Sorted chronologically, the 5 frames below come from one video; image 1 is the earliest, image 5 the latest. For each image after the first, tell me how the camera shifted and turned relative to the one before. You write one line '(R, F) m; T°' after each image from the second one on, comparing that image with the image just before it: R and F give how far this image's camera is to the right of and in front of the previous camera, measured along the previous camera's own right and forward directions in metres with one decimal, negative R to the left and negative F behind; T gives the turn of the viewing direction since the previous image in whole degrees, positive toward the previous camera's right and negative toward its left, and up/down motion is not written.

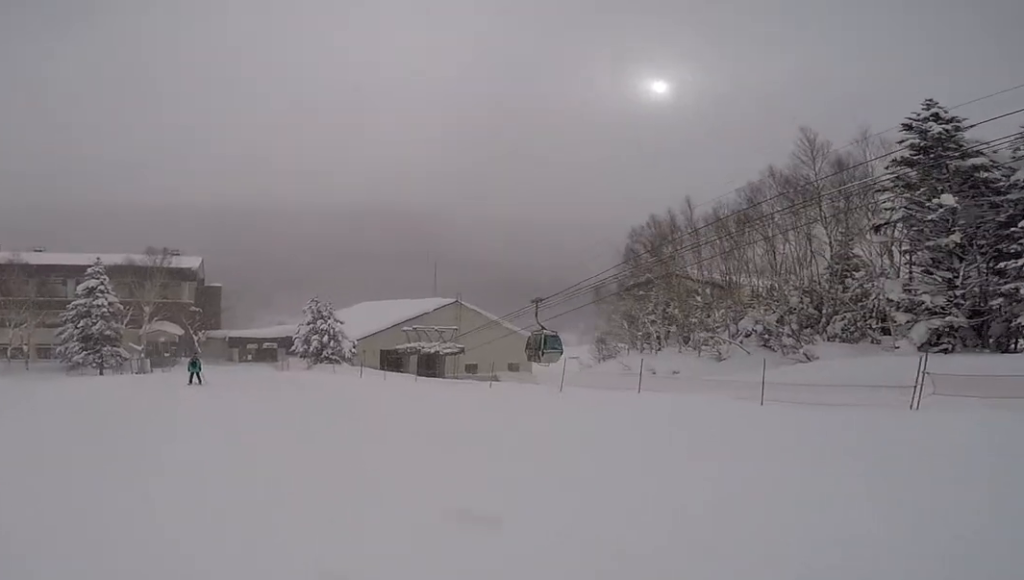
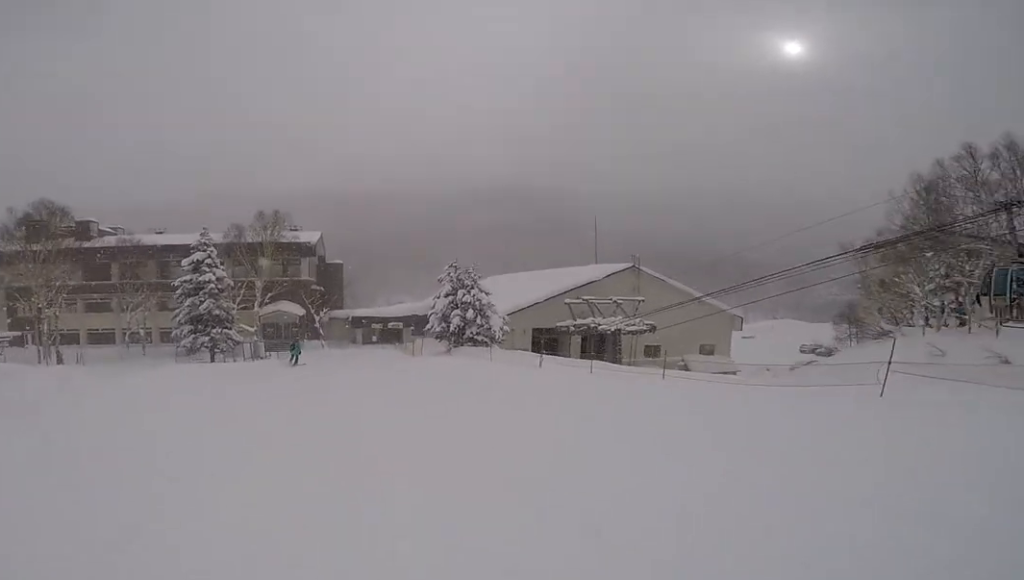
(0.0, +9.5) m; -5°
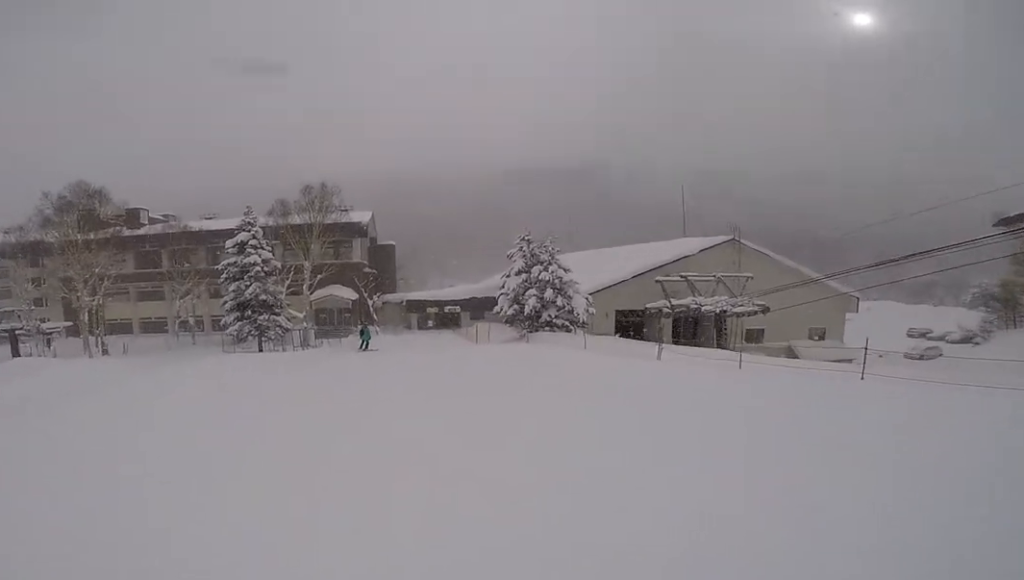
(0.0, +3.7) m; -1°
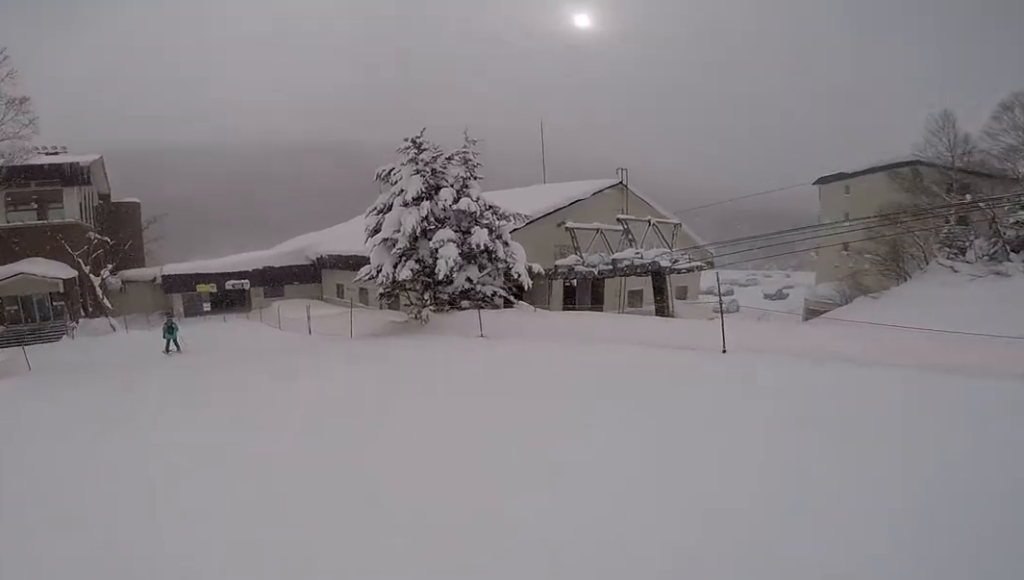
(+2.7, +14.0) m; +15°
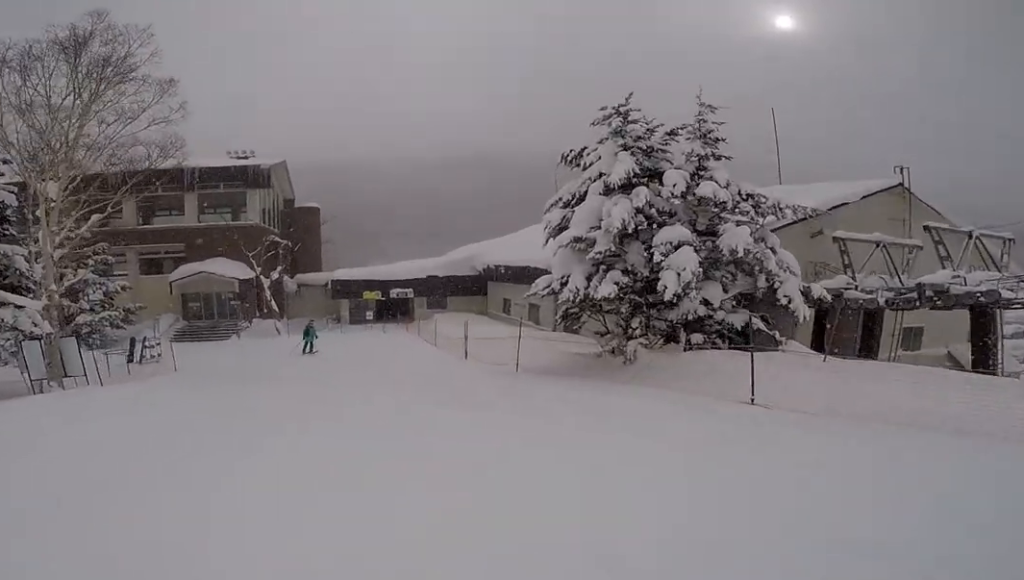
(+0.2, +4.1) m; -11°
